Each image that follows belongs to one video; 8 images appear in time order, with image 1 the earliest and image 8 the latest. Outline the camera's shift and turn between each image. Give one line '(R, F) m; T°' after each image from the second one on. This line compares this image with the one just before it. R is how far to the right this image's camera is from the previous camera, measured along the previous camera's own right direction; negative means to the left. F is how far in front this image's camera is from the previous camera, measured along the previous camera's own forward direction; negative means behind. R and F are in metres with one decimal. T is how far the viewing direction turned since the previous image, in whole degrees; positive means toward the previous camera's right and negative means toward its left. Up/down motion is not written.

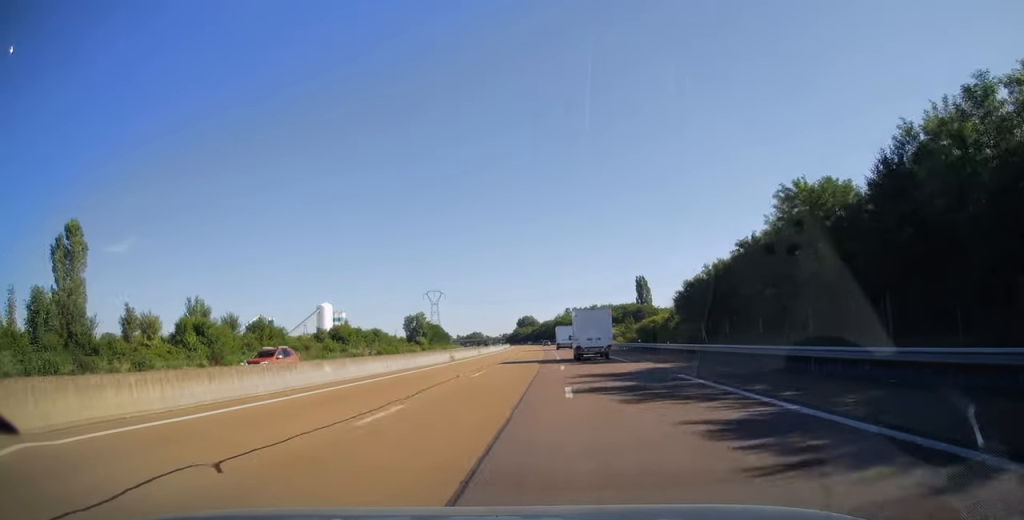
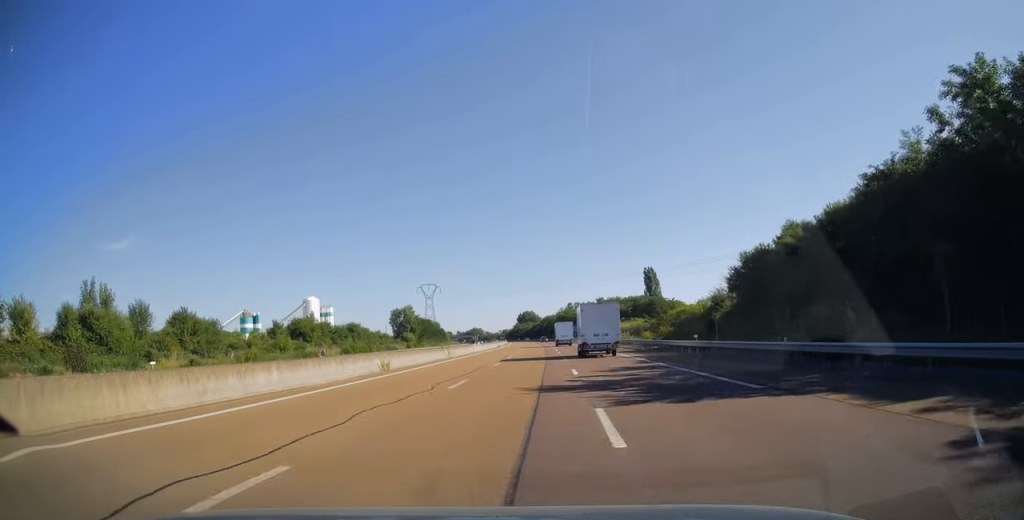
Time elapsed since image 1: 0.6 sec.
(-0.2, +19.8) m; 0°
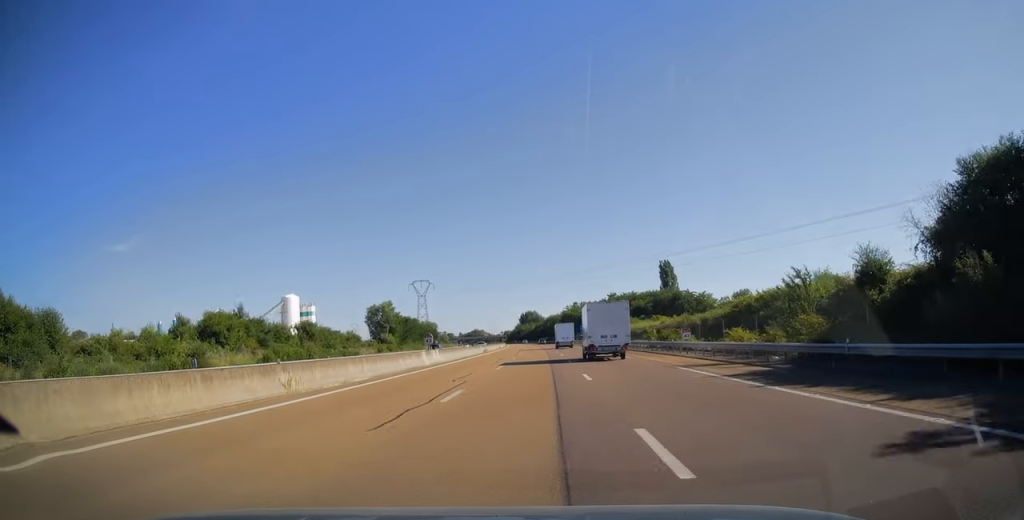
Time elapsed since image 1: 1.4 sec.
(-0.2, +28.2) m; -1°
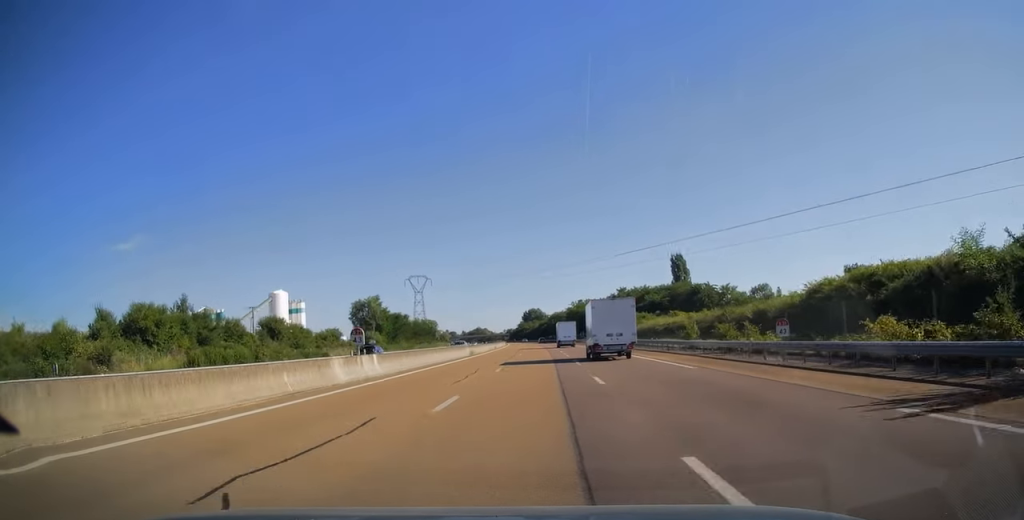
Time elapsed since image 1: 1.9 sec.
(0.0, +15.3) m; 0°
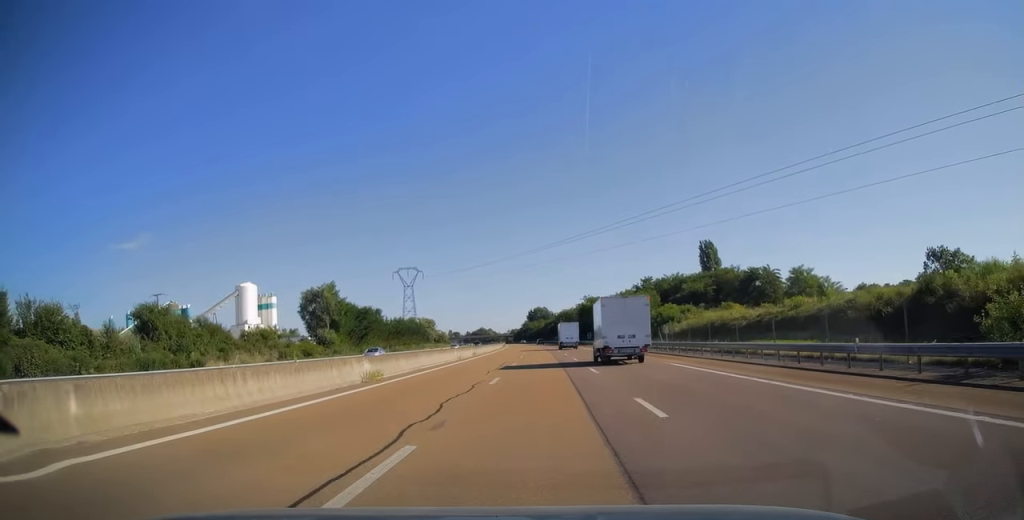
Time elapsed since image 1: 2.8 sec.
(-0.2, +32.9) m; -1°
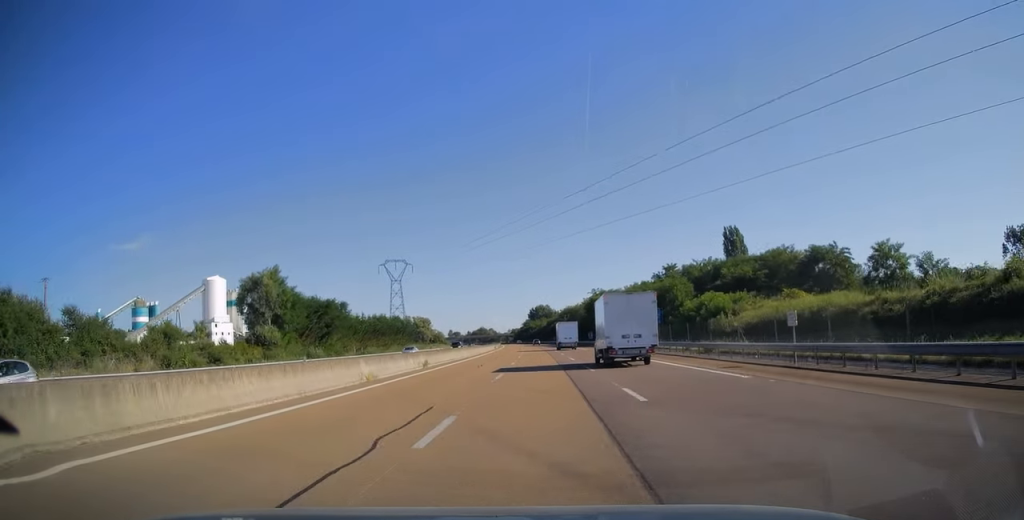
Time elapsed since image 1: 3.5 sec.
(-0.1, +23.7) m; 0°
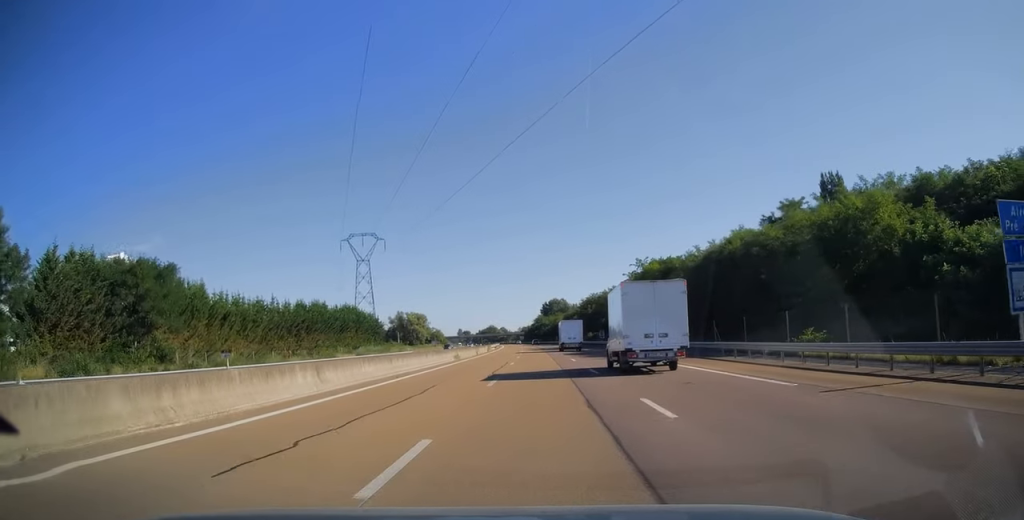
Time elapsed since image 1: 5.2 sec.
(-0.4, +54.8) m; -1°
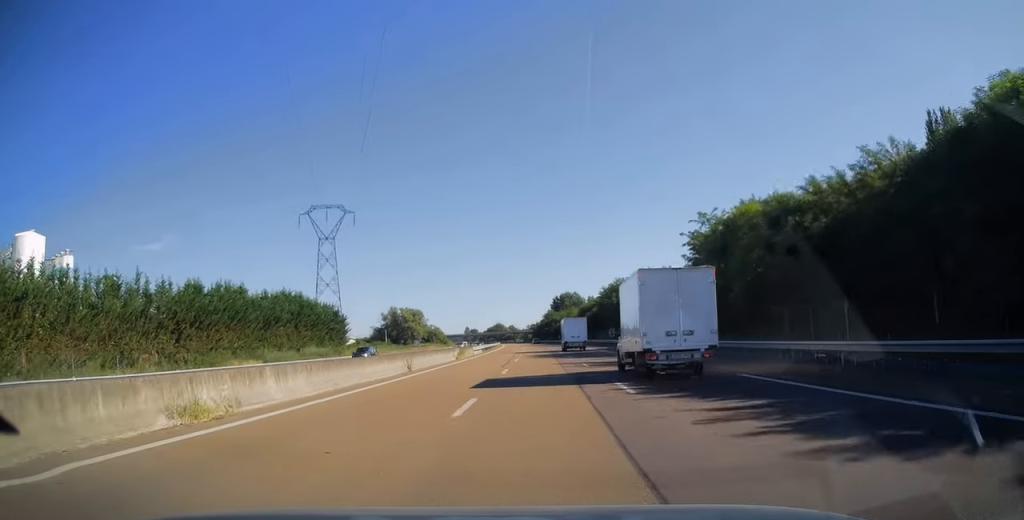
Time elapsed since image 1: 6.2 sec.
(-0.3, +35.0) m; -1°
